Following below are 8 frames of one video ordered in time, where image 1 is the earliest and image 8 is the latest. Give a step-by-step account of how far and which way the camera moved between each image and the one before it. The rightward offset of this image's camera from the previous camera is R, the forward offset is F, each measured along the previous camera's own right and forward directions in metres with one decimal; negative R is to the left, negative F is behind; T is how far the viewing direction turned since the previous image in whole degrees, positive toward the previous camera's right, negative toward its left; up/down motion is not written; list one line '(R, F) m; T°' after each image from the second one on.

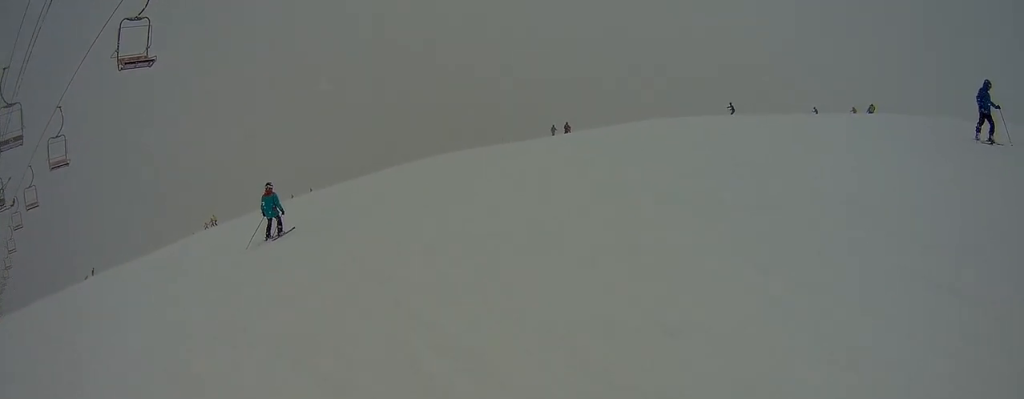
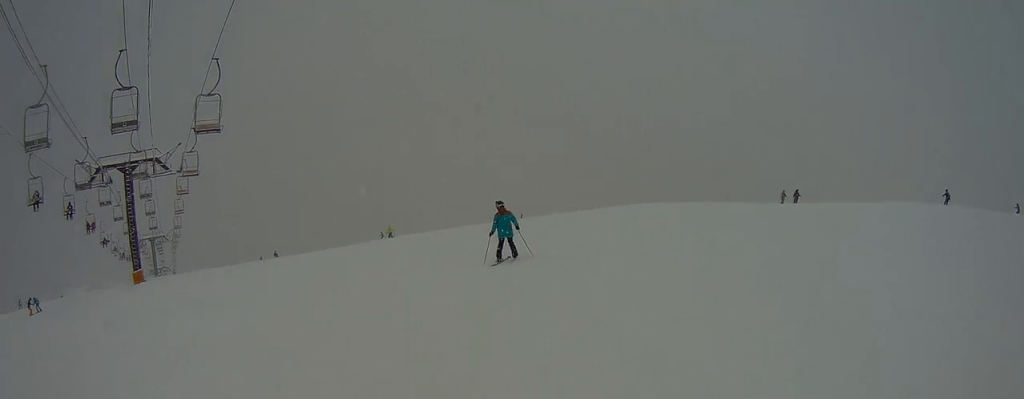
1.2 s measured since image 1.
(0.0, +6.0) m; 0°
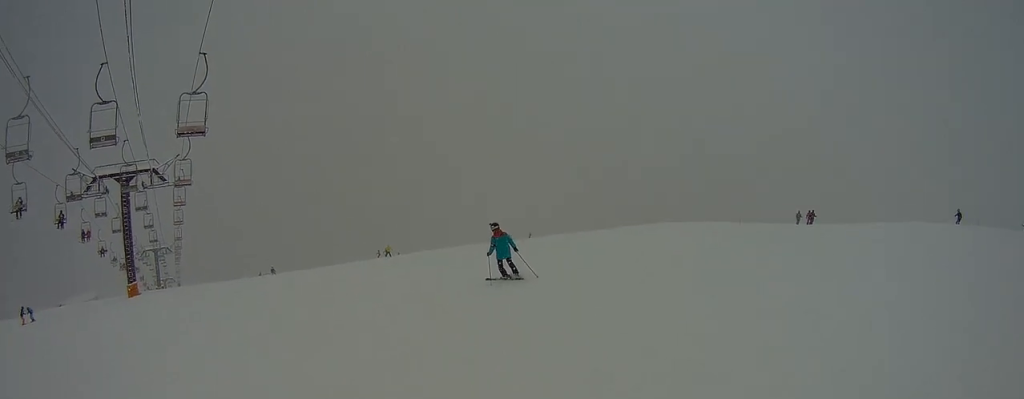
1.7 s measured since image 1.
(0.0, +2.2) m; -2°
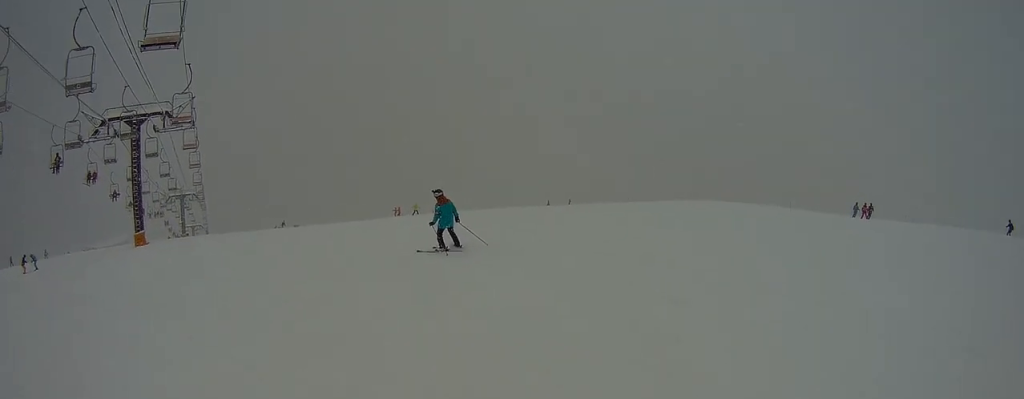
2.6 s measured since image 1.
(-0.1, +4.1) m; -14°
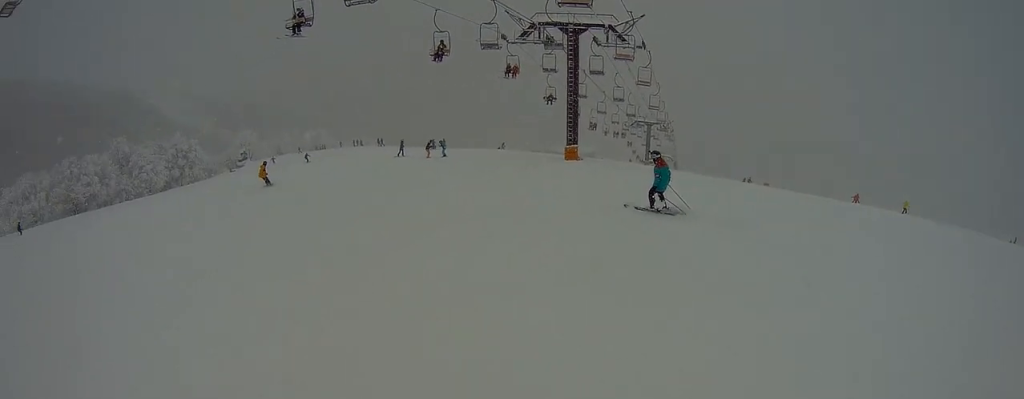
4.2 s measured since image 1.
(-2.8, +4.6) m; -68°
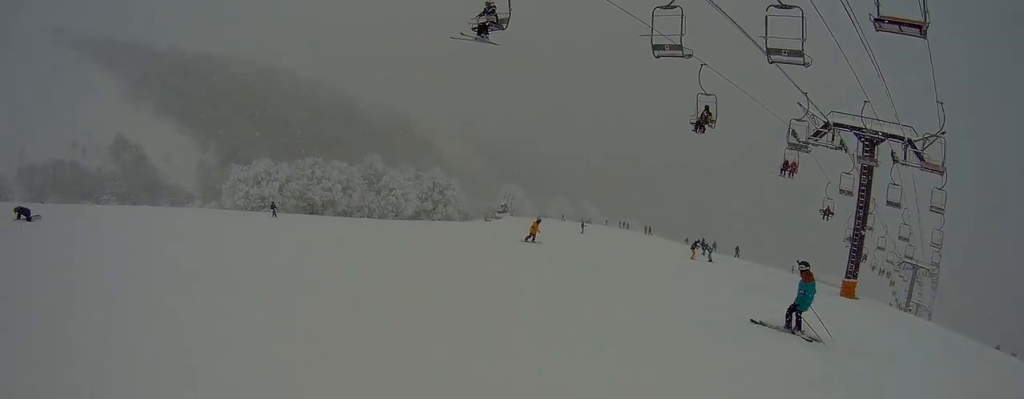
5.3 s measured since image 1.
(-1.9, +5.5) m; -16°
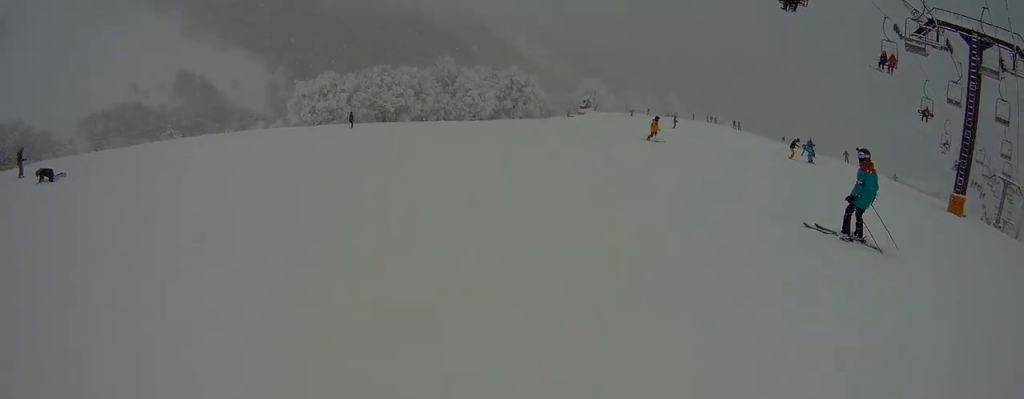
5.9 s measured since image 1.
(+0.2, +3.0) m; -10°
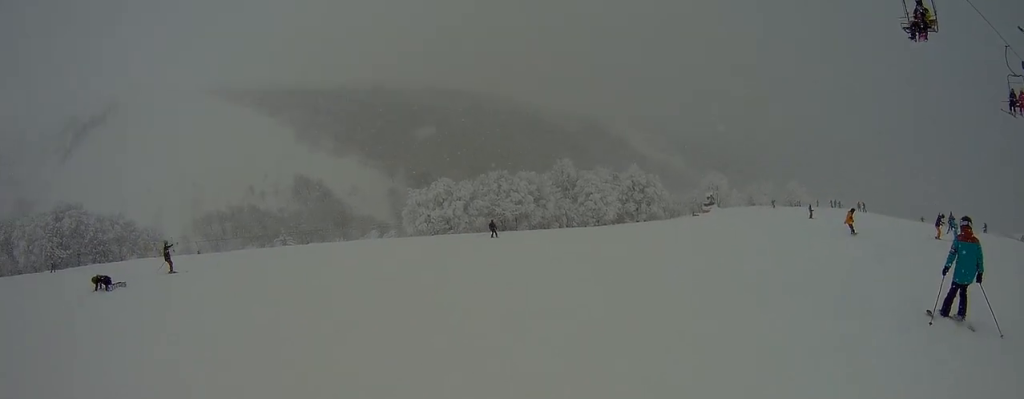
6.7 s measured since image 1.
(-0.3, +4.3) m; -11°
